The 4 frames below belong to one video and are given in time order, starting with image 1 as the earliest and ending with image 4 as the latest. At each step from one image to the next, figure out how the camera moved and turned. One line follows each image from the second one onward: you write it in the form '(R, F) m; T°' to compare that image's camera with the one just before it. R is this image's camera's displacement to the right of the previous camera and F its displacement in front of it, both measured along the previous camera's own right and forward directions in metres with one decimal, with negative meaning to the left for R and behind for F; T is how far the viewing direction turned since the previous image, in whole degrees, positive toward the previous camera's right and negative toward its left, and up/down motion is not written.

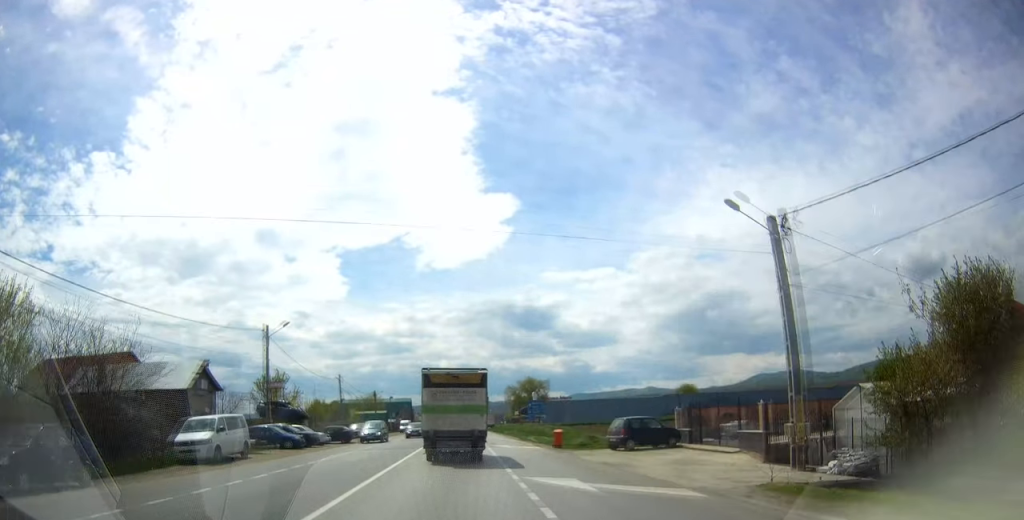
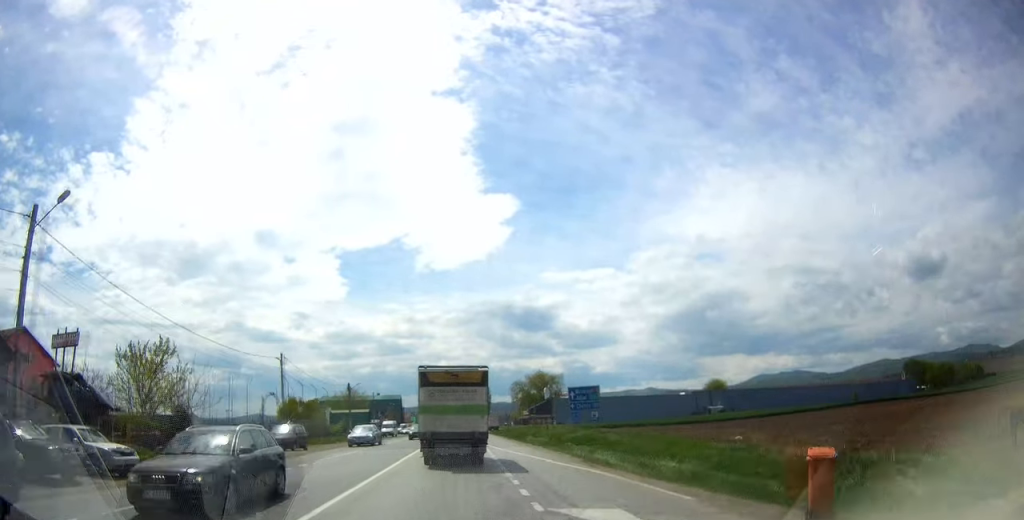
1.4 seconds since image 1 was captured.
(-0.3, +24.8) m; 0°
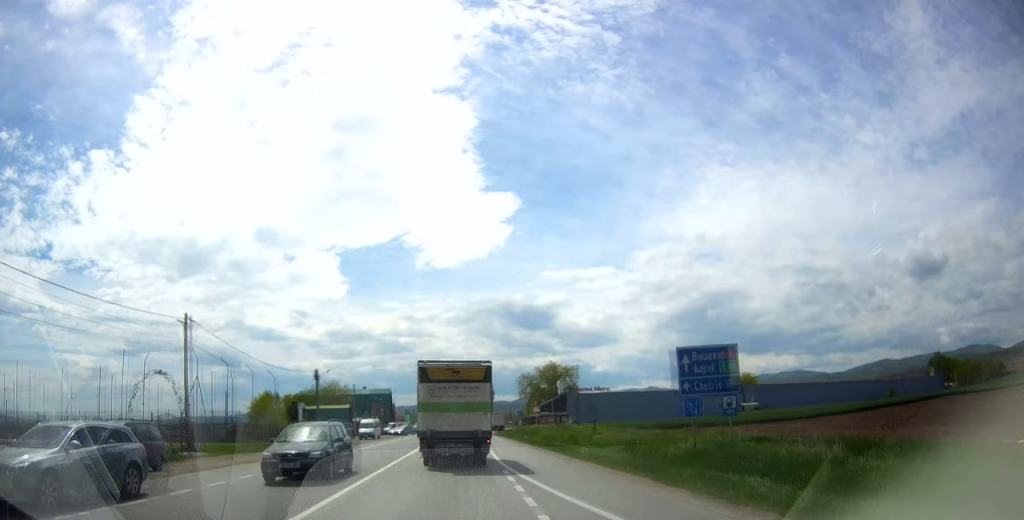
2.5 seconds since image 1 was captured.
(+0.3, +18.9) m; 0°
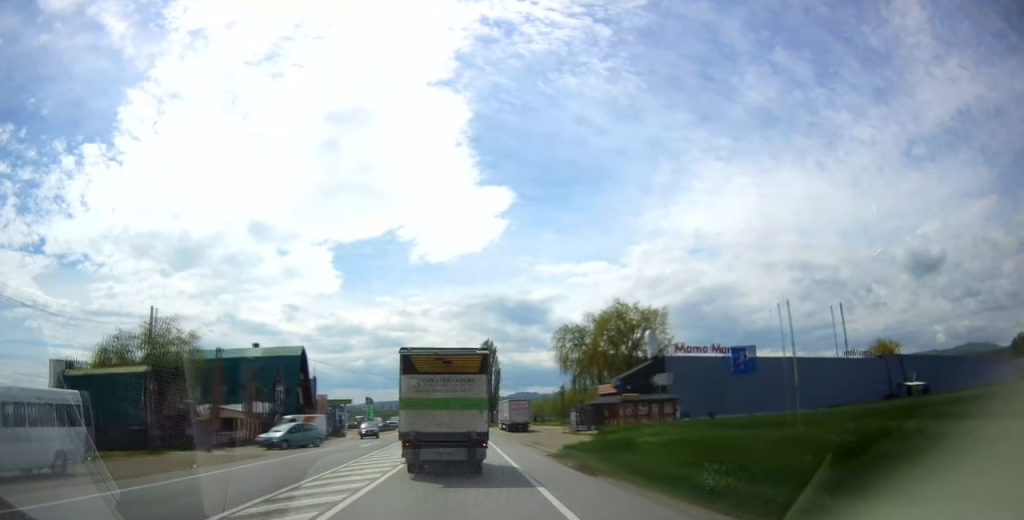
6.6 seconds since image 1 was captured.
(-0.7, +67.4) m; -1°
